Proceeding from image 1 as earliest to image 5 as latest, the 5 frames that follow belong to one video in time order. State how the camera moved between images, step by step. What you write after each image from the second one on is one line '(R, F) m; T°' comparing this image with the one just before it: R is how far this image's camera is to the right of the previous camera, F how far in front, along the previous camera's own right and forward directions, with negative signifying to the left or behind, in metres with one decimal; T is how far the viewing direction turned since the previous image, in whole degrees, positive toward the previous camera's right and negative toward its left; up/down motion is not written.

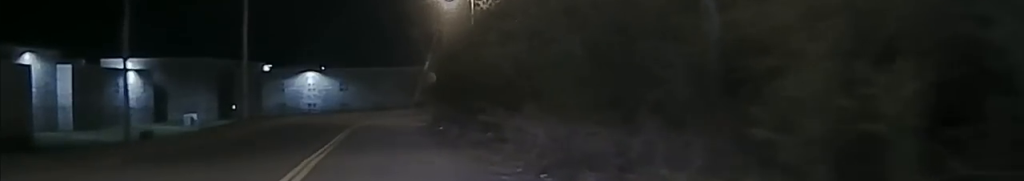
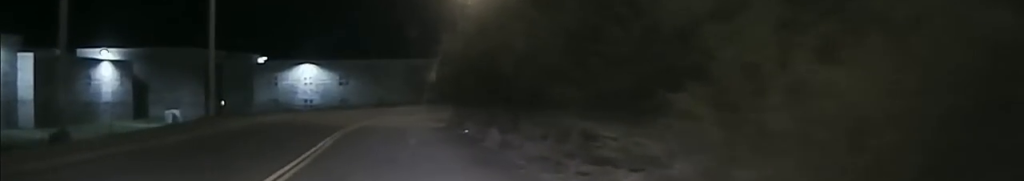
(+0.1, +11.6) m; +1°
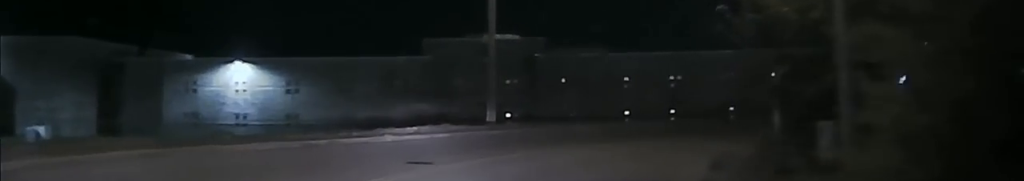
(0.0, +37.0) m; +11°
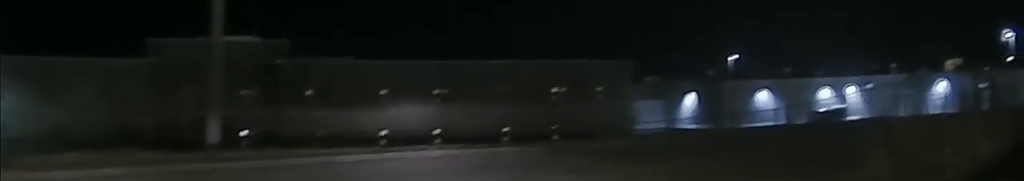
(+2.0, +10.4) m; +22°
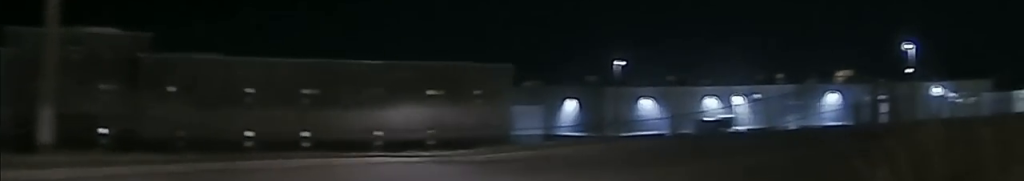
(+0.1, +3.2) m; +8°
